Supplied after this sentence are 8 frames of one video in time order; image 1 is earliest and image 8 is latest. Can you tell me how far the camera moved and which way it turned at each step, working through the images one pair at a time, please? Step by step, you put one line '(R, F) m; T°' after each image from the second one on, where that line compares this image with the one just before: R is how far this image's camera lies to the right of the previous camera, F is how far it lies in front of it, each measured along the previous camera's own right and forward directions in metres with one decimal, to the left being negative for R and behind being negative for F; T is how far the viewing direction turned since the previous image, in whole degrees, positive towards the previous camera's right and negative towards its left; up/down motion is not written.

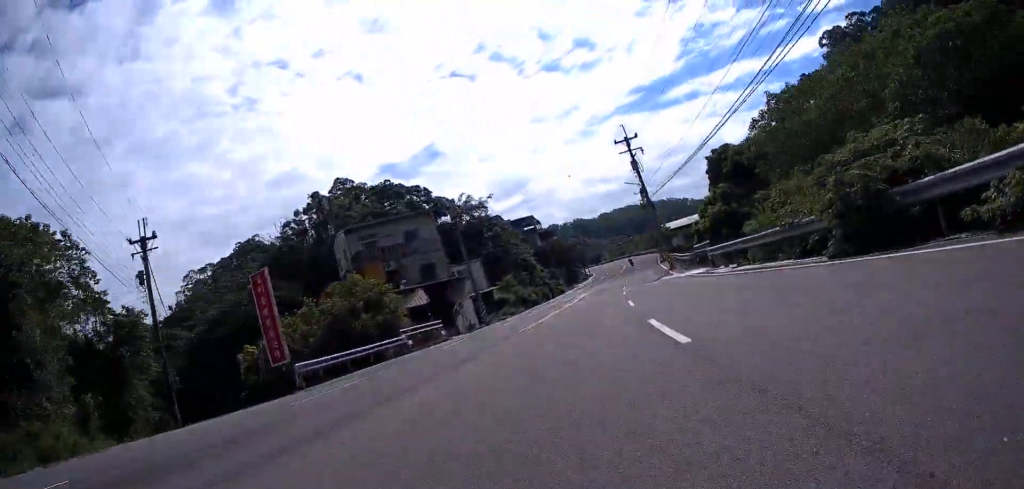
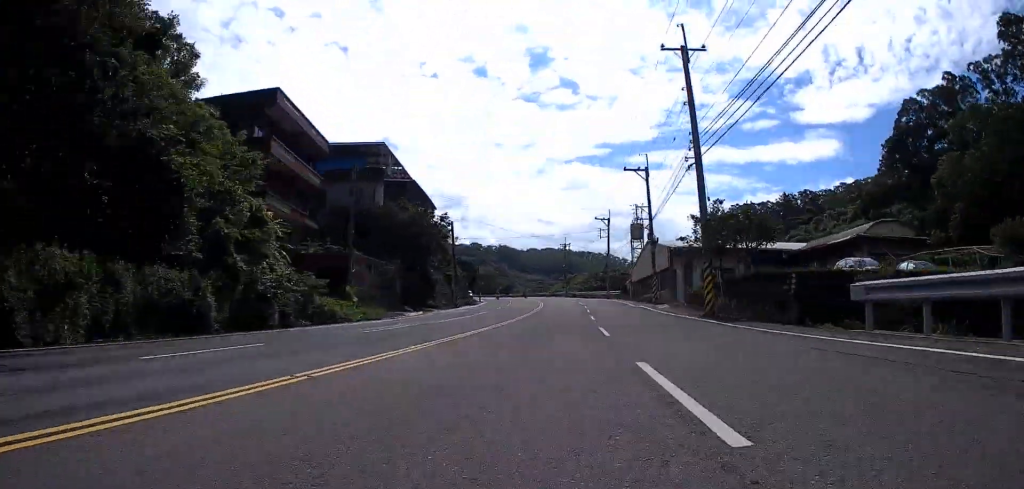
(+6.1, +60.2) m; +9°
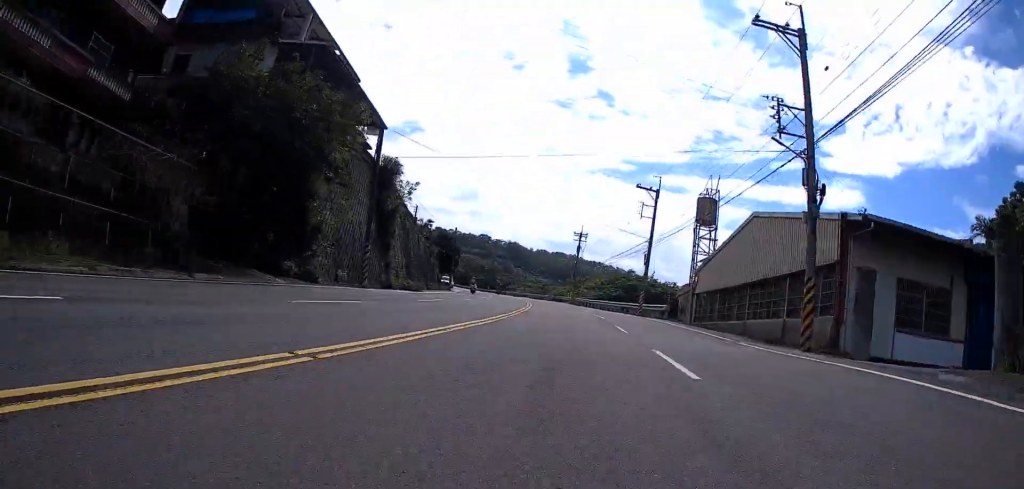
(+0.5, +26.6) m; 0°
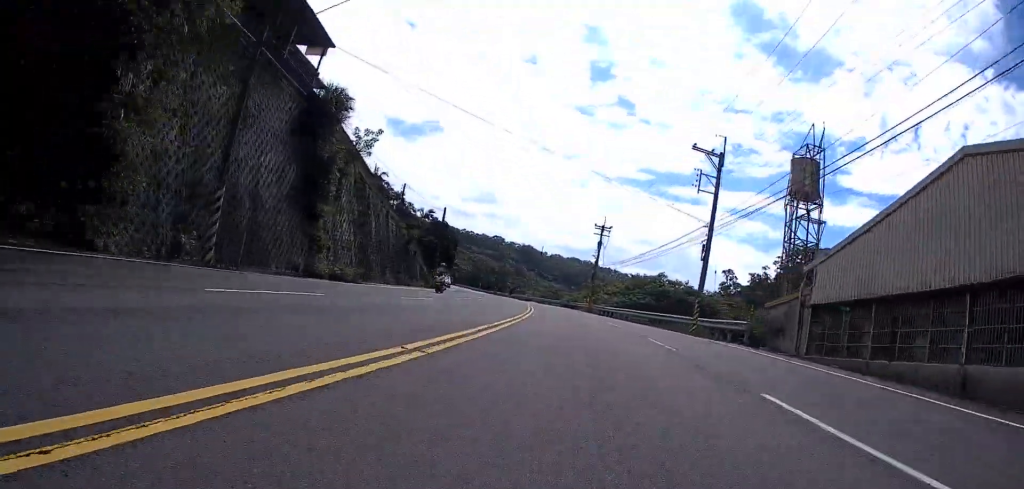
(-0.2, +13.5) m; -2°
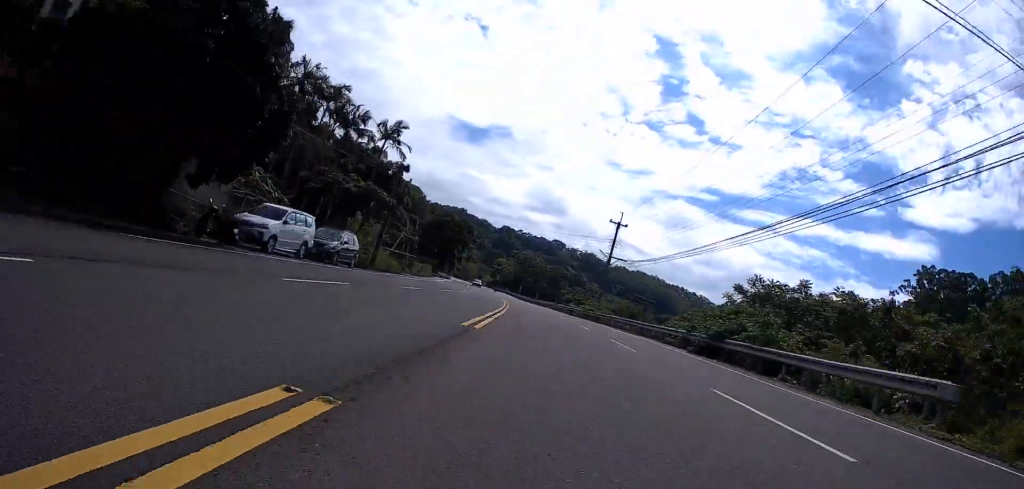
(-4.3, +57.0) m; -7°
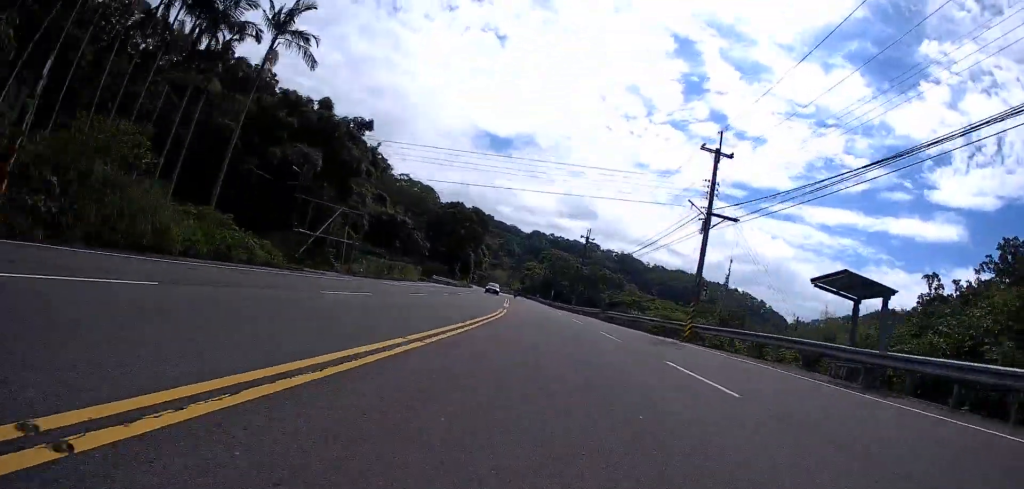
(-0.4, +31.9) m; -1°
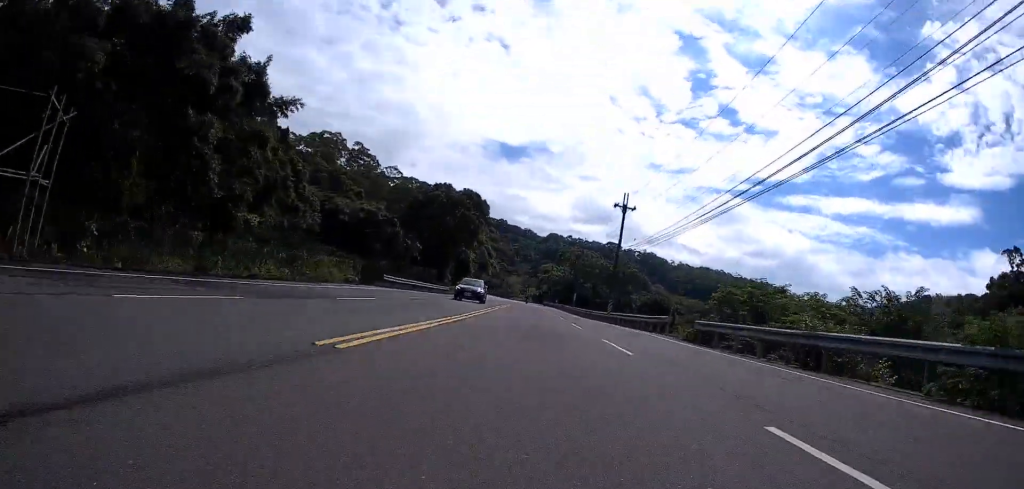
(+0.2, +29.8) m; -2°
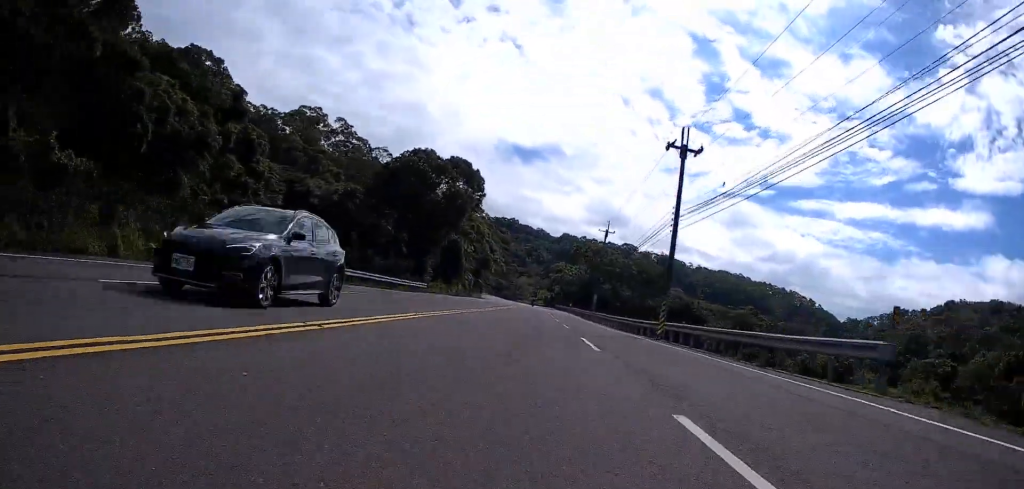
(-0.9, +20.8) m; -2°
